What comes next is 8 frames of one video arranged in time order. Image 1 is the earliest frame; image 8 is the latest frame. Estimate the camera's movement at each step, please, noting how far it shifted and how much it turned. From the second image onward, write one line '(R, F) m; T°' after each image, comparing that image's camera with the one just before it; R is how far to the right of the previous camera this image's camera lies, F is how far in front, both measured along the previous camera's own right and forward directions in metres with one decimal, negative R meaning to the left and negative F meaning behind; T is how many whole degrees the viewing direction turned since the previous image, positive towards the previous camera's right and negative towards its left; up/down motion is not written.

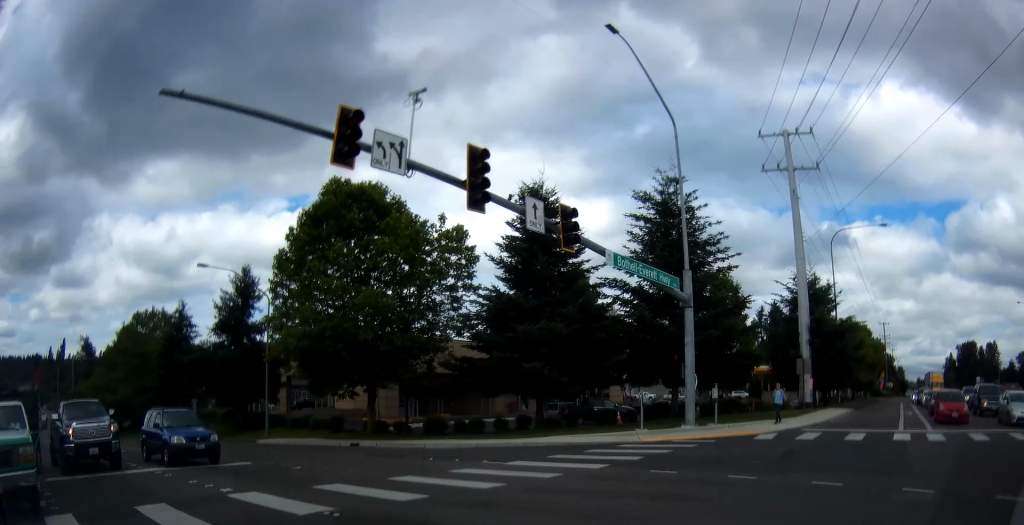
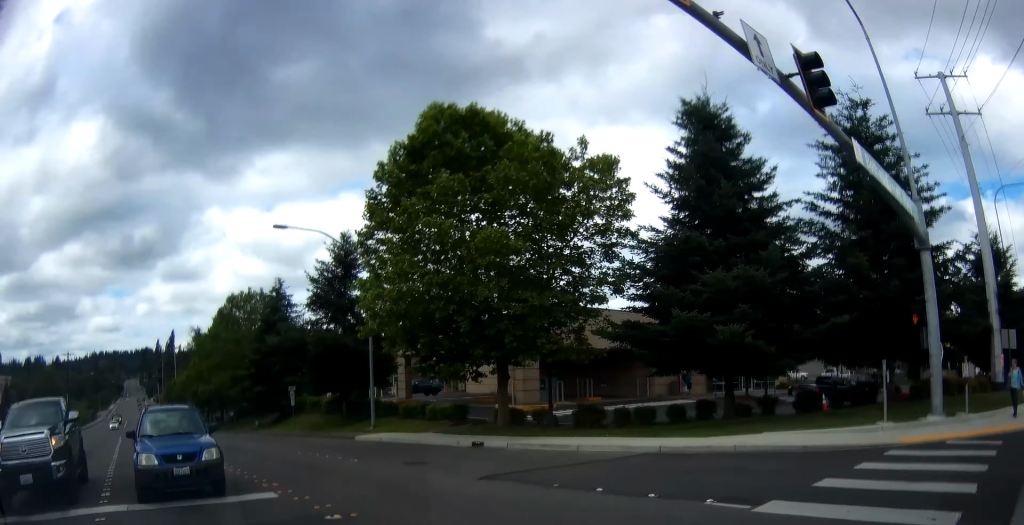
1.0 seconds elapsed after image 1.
(-1.2, +8.1) m; -14°
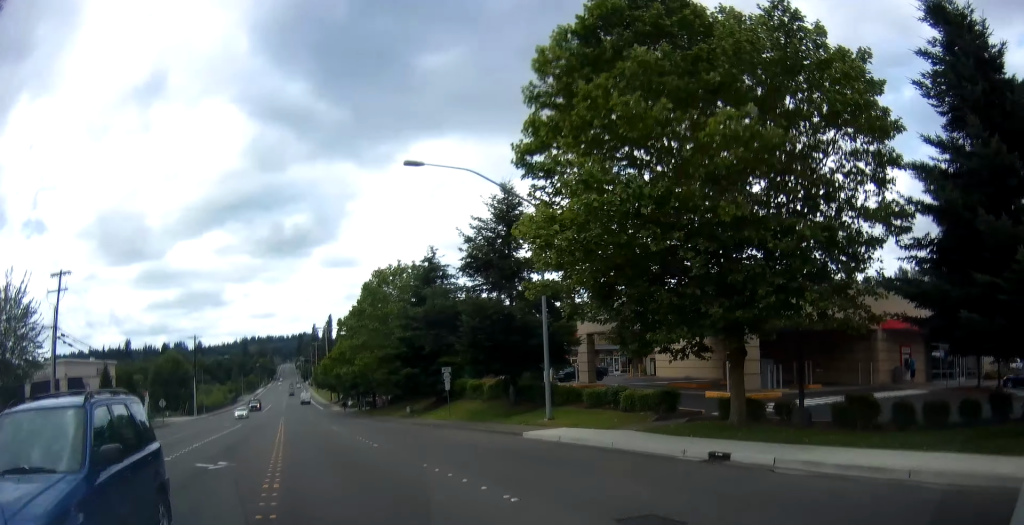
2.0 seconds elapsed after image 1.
(-0.6, +7.7) m; -18°
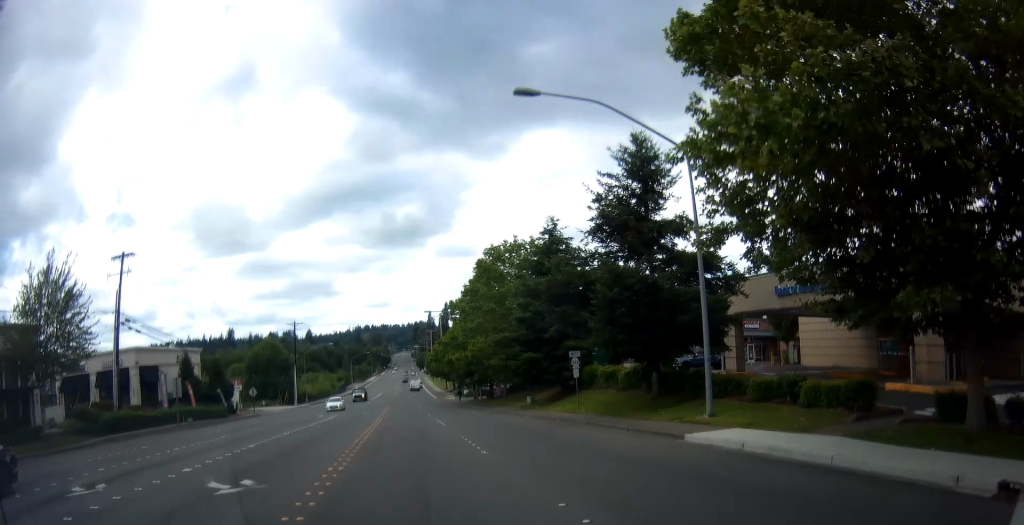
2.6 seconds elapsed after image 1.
(-1.2, +5.5) m; -10°
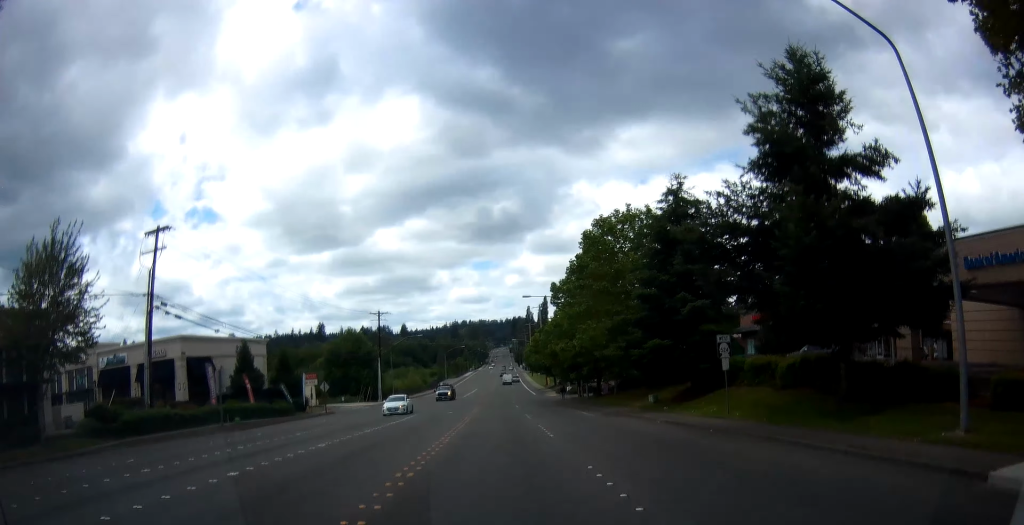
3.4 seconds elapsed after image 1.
(-0.9, +8.3) m; -7°
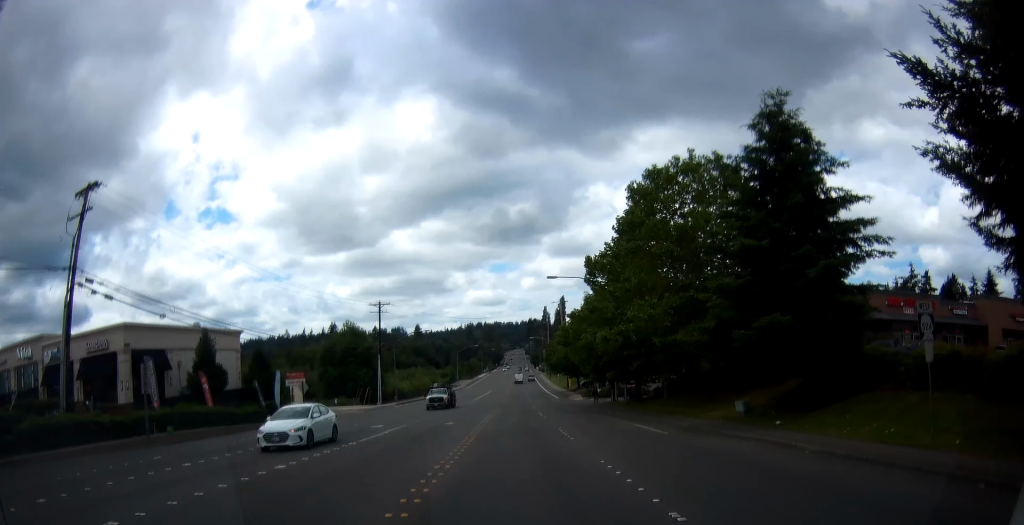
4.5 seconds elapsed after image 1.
(-0.3, +12.3) m; -1°
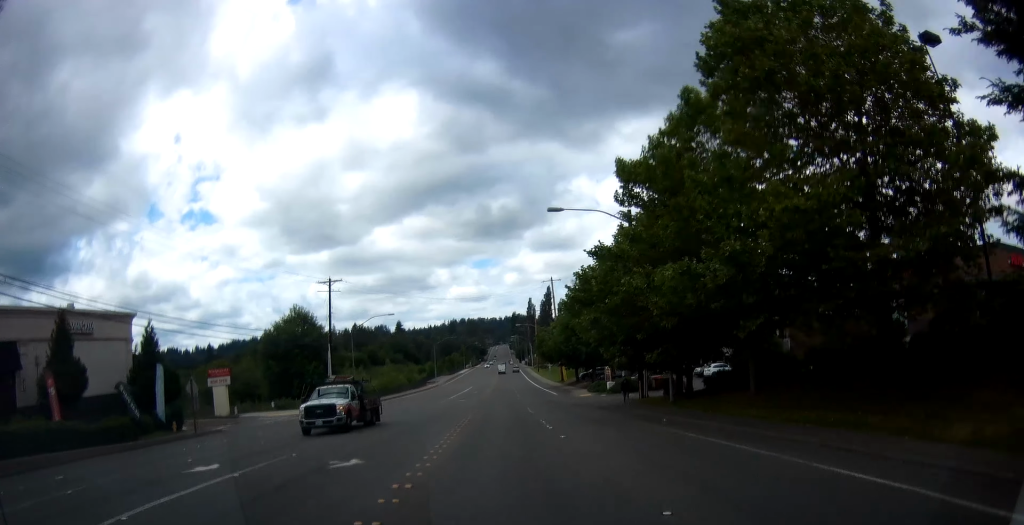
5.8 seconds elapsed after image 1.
(0.0, +18.2) m; 0°
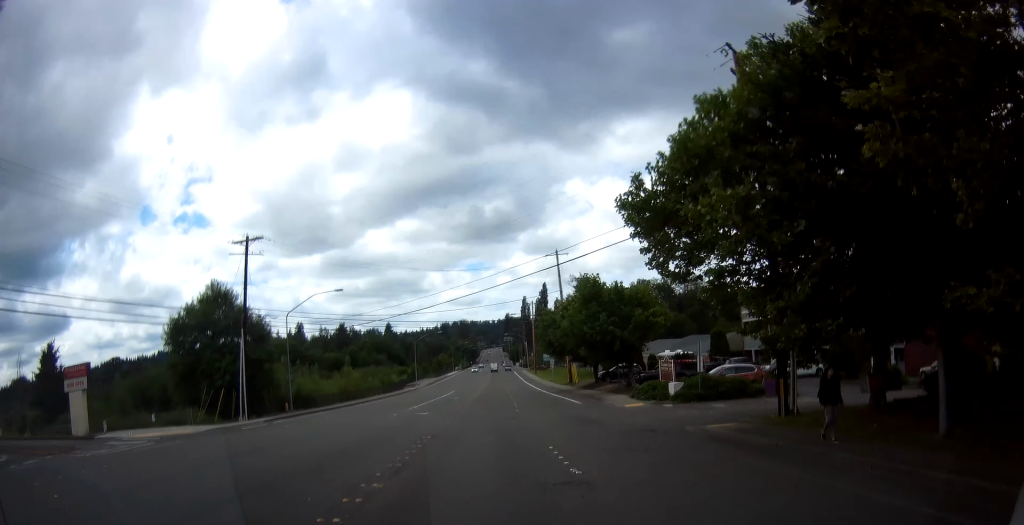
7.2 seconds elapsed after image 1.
(0.0, +23.2) m; 0°
